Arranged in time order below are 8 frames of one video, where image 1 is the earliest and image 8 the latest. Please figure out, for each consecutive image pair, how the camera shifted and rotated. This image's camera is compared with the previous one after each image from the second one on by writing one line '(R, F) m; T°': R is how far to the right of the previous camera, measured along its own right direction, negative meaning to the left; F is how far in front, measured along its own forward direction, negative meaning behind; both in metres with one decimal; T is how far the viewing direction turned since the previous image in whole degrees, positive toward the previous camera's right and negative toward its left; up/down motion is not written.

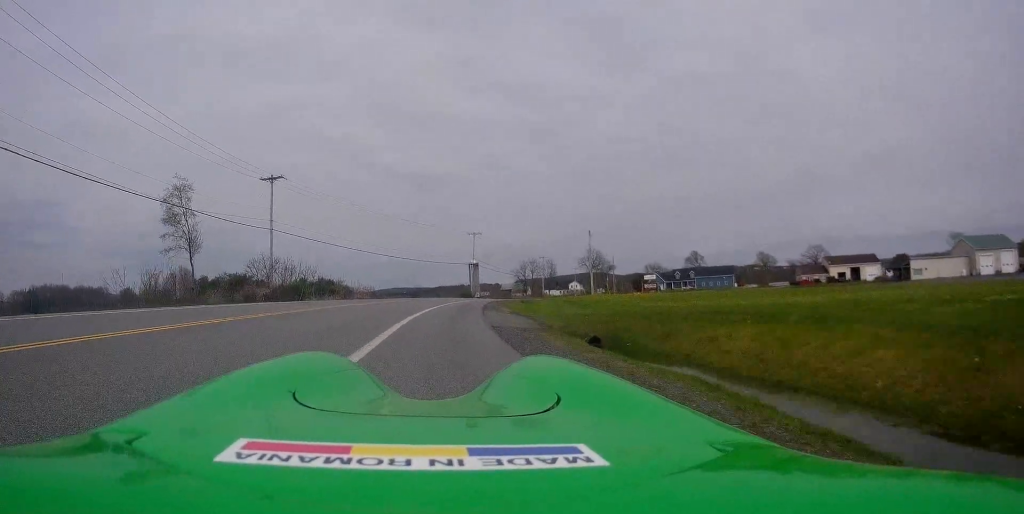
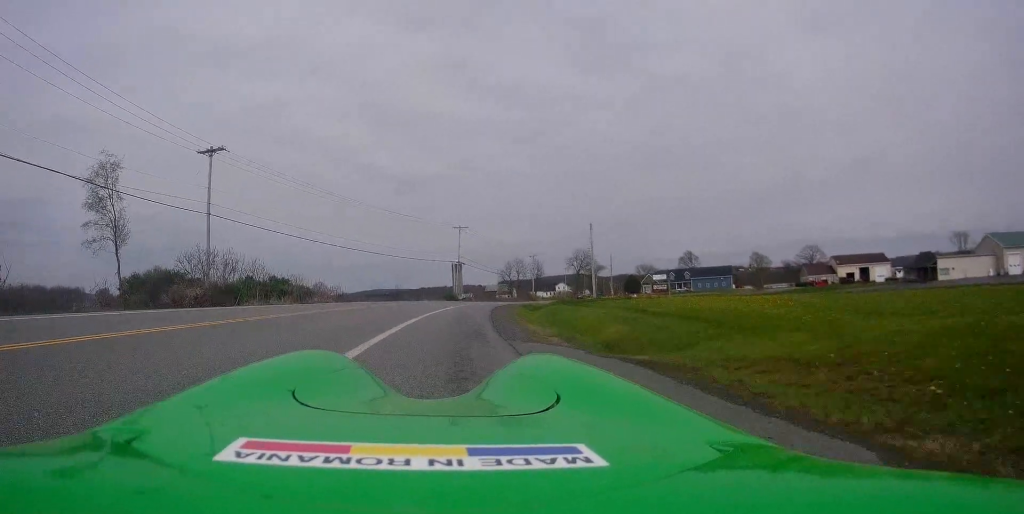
(+0.4, +12.2) m; +2°
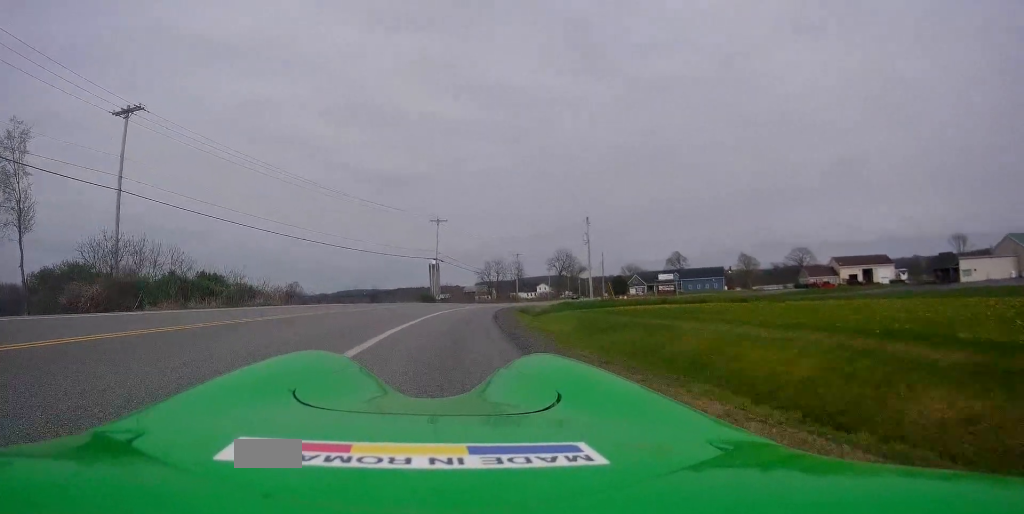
(+0.1, +10.6) m; +1°
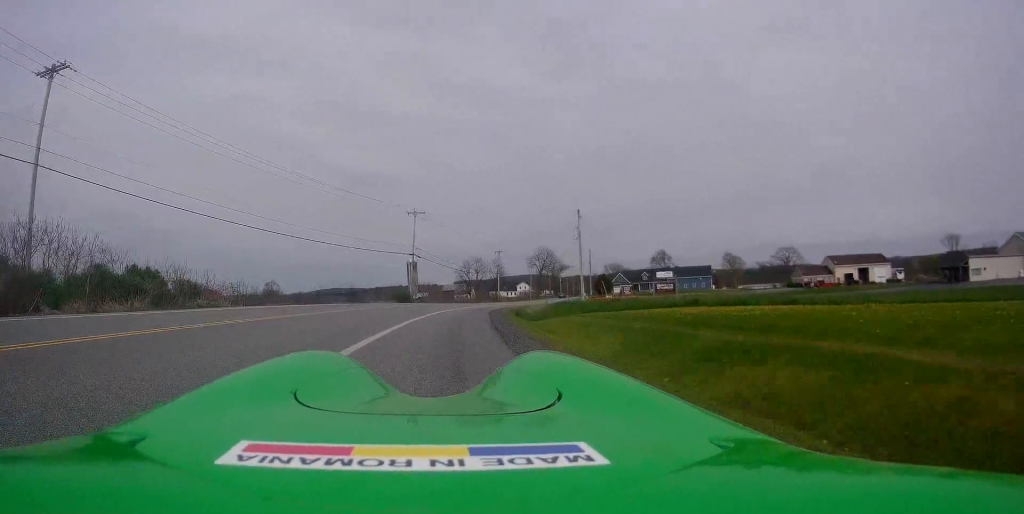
(-0.1, +7.0) m; +1°
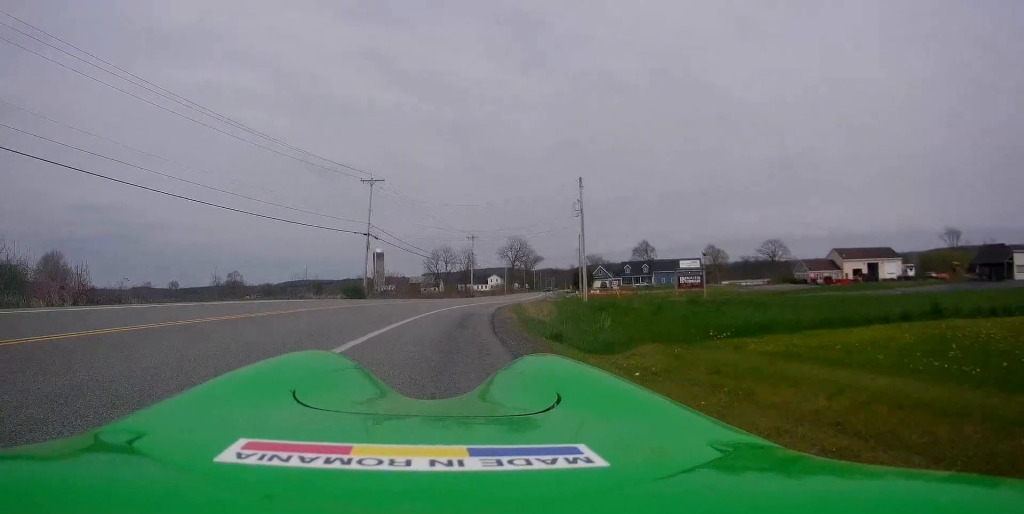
(+0.4, +15.3) m; +5°
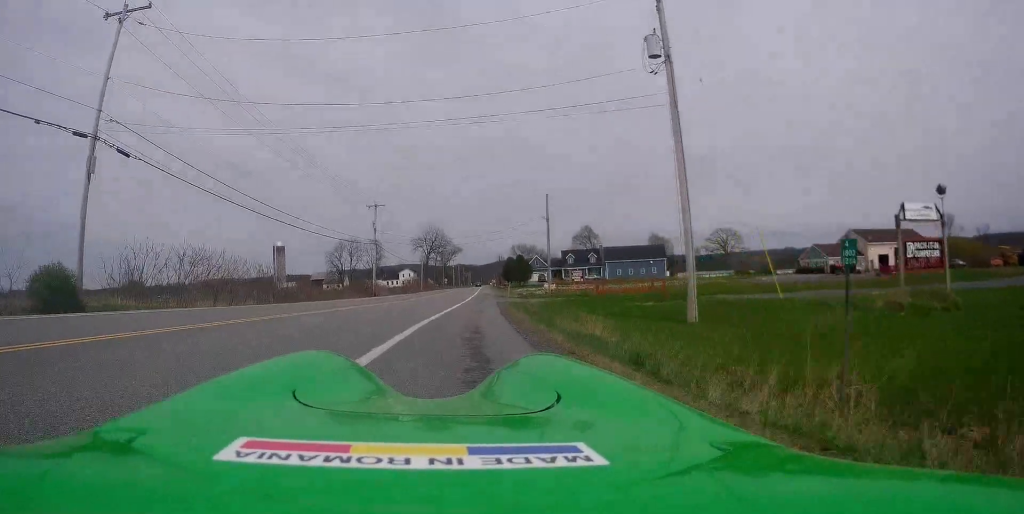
(+2.4, +36.8) m; +7°
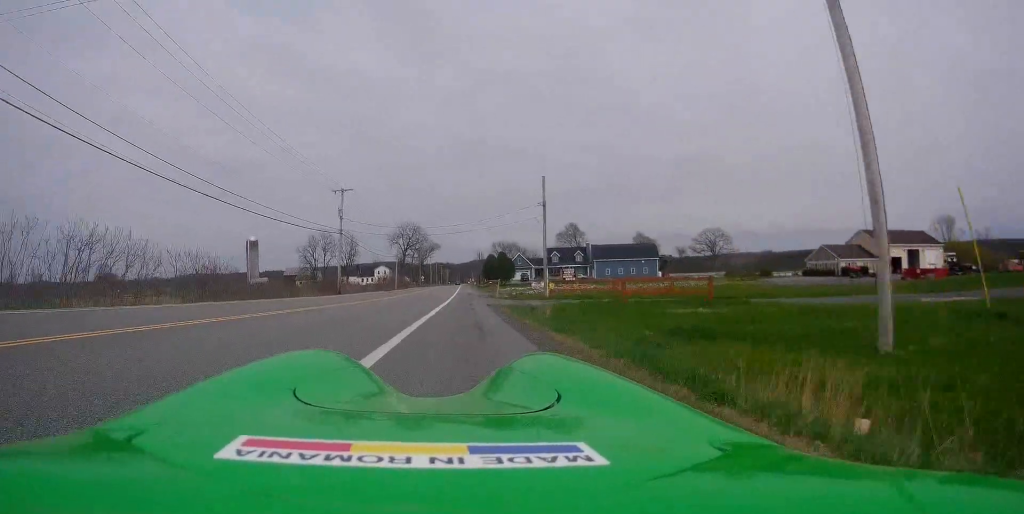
(+0.6, +9.7) m; +4°
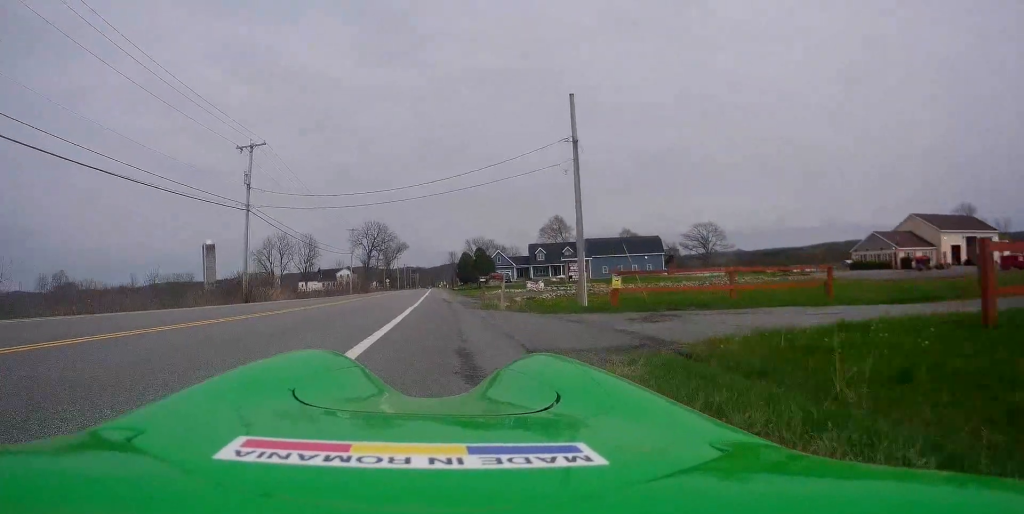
(+1.2, +21.0) m; +3°
